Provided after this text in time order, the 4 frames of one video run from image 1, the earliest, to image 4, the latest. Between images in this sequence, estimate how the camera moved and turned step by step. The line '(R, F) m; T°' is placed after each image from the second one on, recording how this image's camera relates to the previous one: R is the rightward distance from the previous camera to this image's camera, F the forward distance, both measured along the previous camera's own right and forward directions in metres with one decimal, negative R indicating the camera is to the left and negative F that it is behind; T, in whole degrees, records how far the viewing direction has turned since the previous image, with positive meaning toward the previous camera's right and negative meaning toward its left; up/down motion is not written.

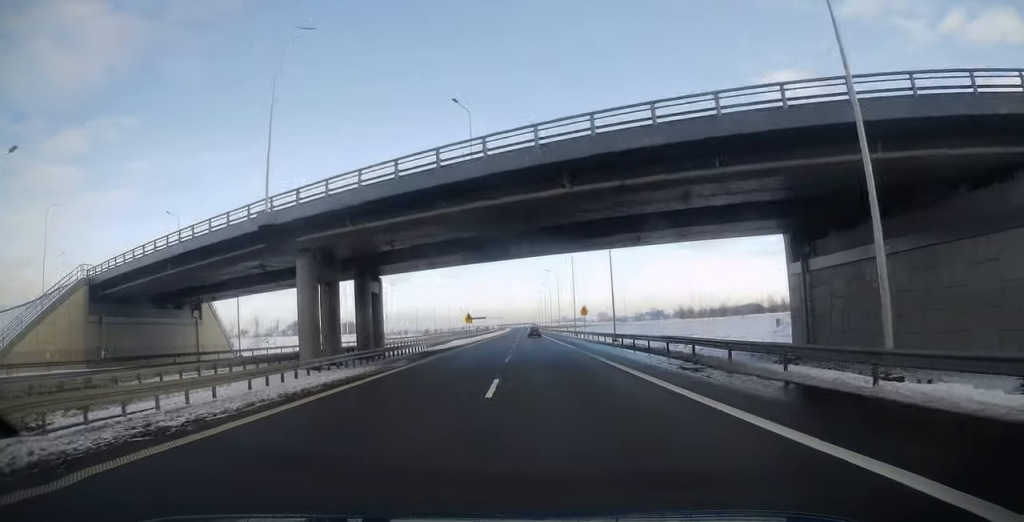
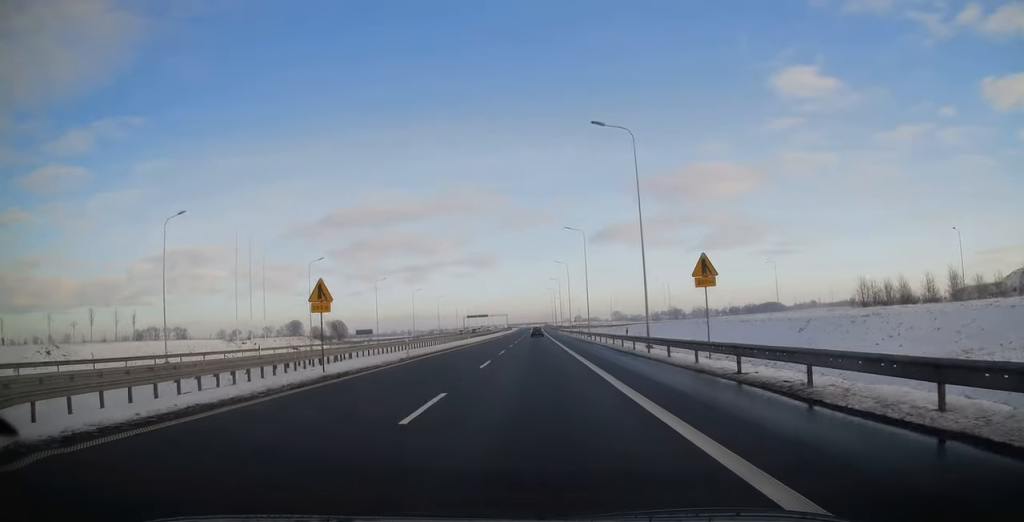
(-0.1, +51.2) m; 0°
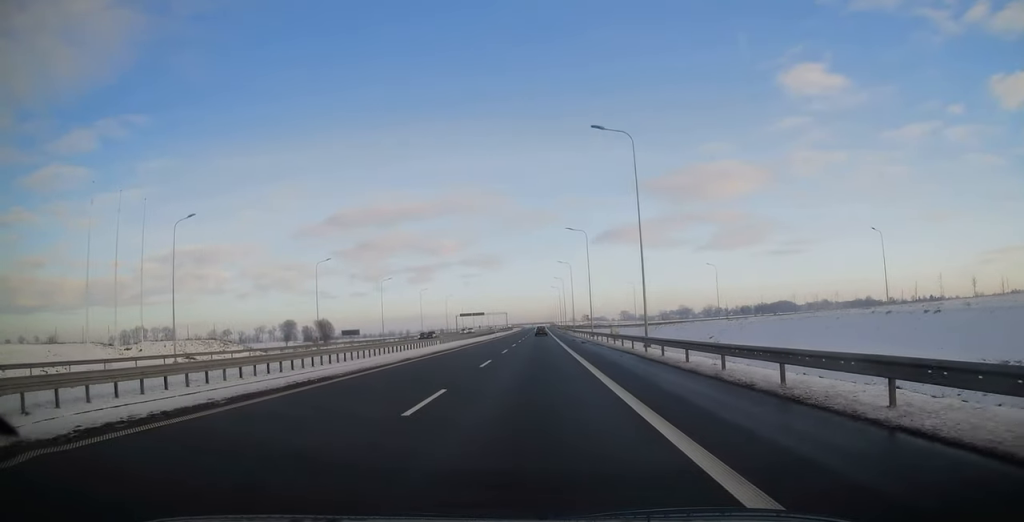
(-0.3, +34.9) m; -1°
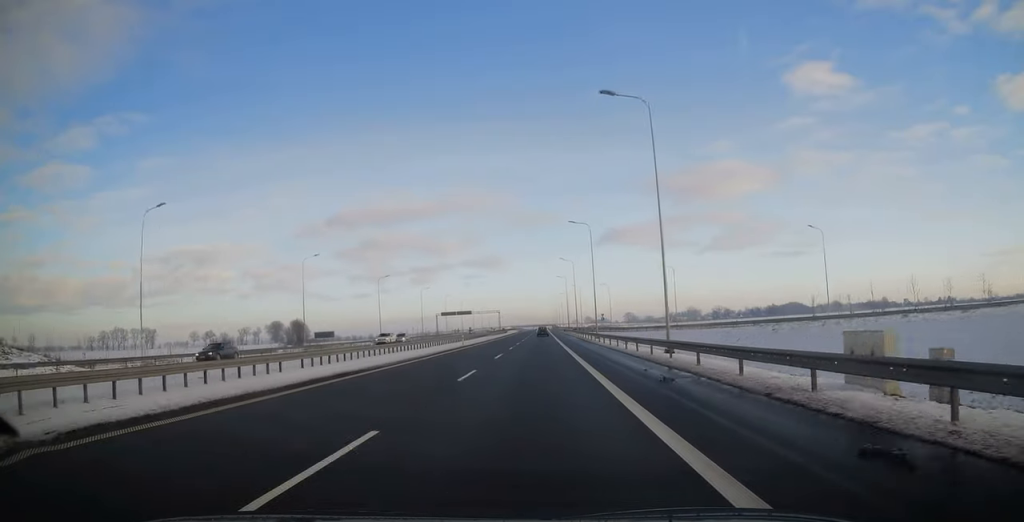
(-0.1, +41.2) m; 0°
